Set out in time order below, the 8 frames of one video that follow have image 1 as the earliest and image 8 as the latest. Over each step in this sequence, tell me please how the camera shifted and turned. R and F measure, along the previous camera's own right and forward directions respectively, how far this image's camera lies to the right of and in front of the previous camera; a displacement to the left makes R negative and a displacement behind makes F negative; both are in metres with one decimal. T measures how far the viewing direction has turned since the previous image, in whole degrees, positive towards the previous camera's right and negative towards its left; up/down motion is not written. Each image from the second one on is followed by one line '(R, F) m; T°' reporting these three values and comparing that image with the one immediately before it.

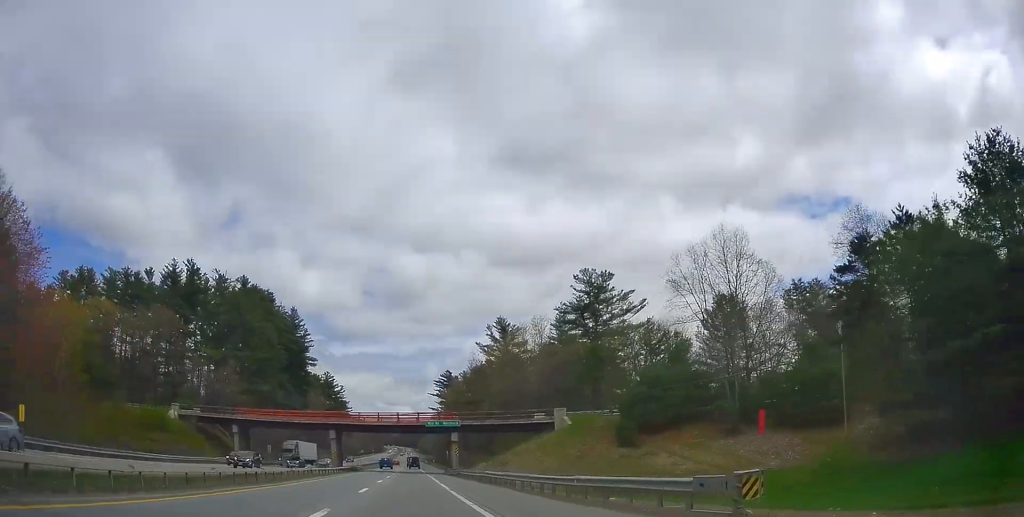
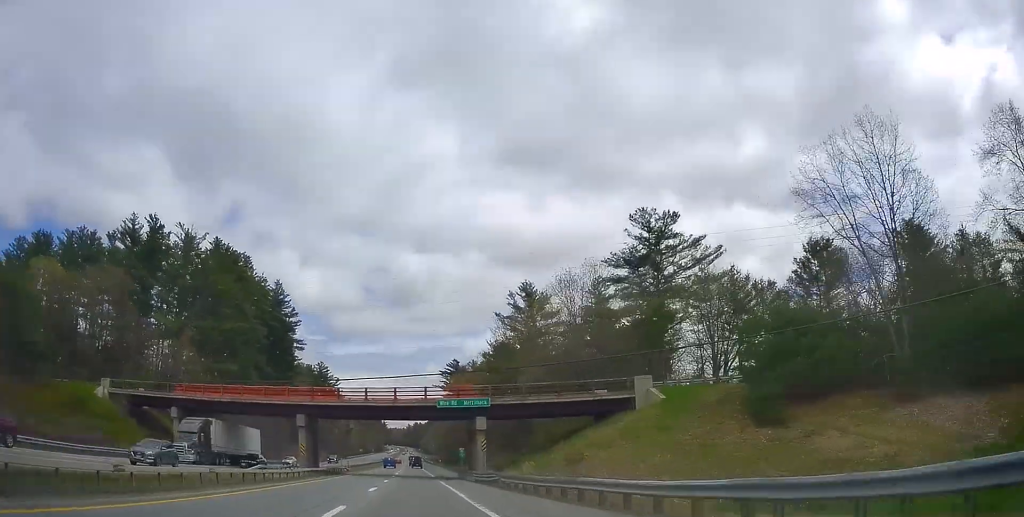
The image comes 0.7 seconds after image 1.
(-0.2, +23.8) m; -1°
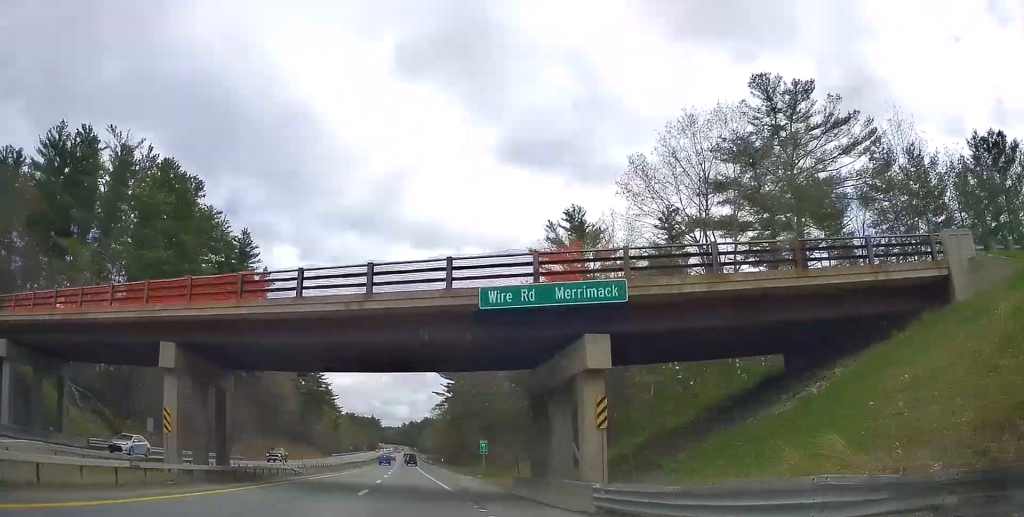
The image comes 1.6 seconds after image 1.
(-0.7, +29.2) m; -2°
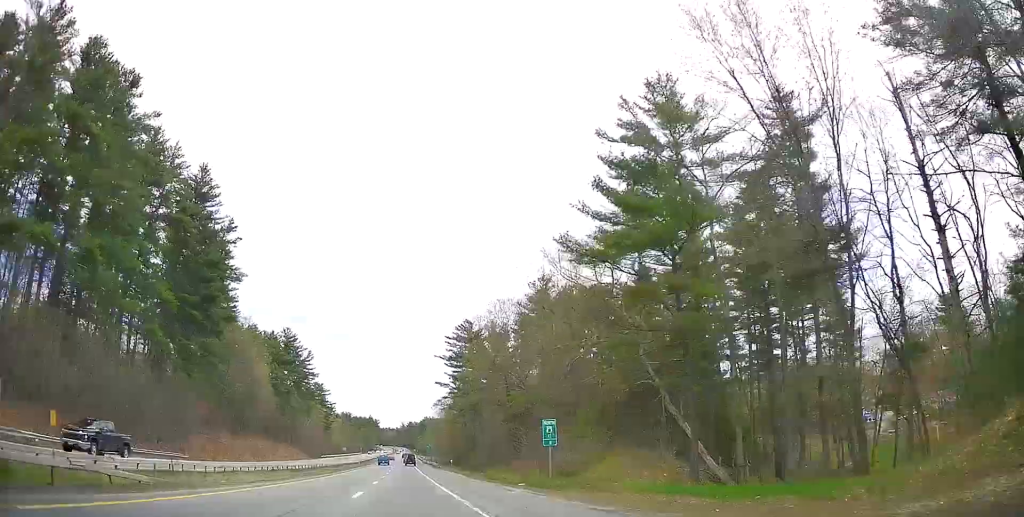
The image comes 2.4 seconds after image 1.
(+0.1, +25.7) m; -1°
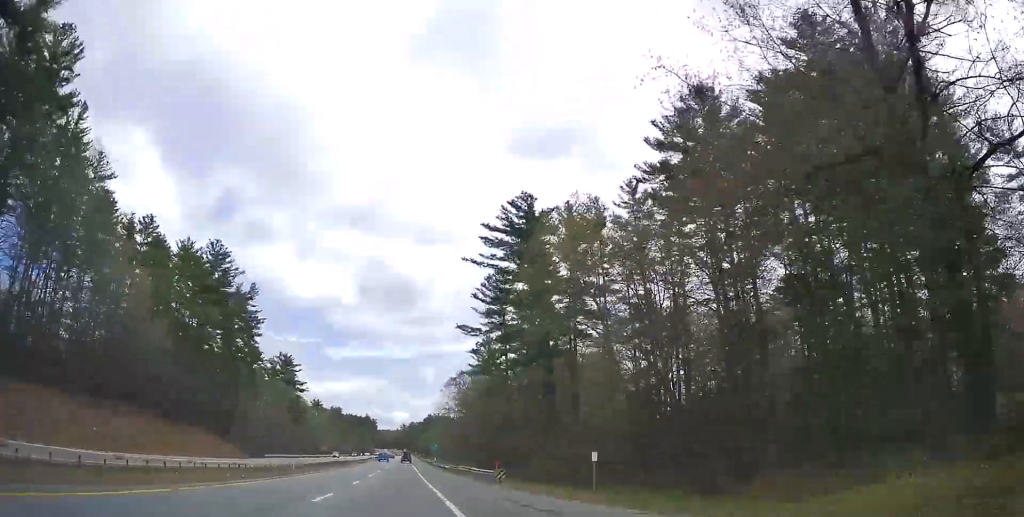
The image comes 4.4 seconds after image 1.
(0.0, +67.0) m; +1°
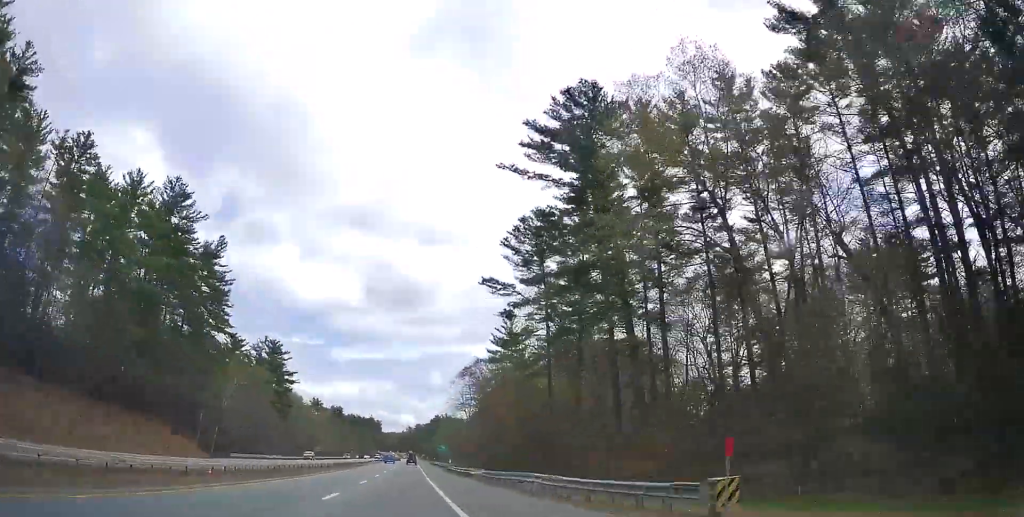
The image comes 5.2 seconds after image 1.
(-0.1, +23.7) m; 0°
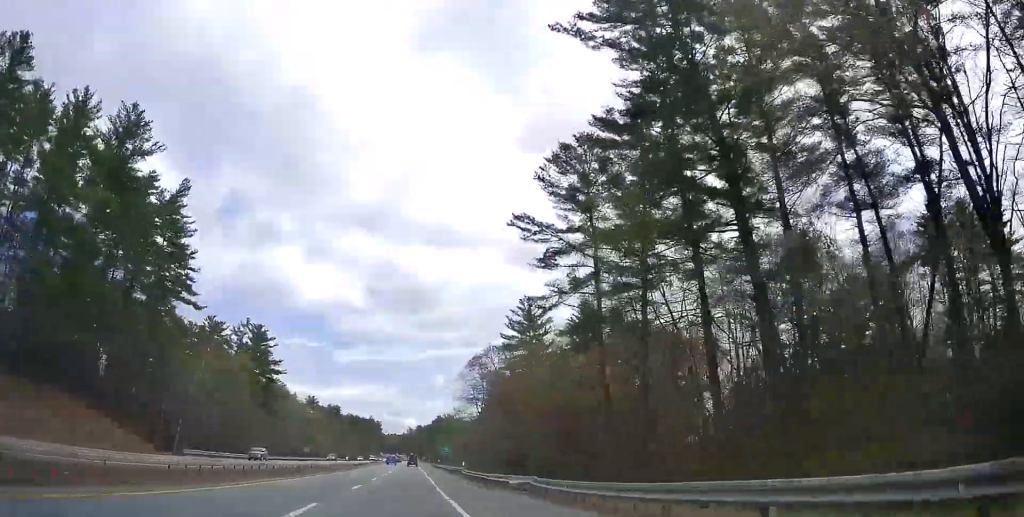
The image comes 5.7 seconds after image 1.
(0.0, +17.7) m; 0°
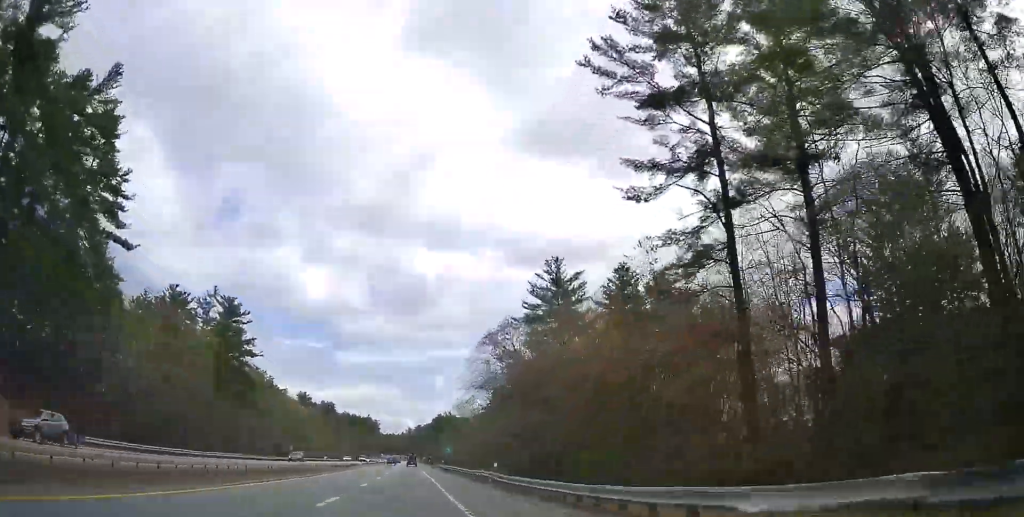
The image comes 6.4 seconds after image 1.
(0.0, +22.0) m; 0°
